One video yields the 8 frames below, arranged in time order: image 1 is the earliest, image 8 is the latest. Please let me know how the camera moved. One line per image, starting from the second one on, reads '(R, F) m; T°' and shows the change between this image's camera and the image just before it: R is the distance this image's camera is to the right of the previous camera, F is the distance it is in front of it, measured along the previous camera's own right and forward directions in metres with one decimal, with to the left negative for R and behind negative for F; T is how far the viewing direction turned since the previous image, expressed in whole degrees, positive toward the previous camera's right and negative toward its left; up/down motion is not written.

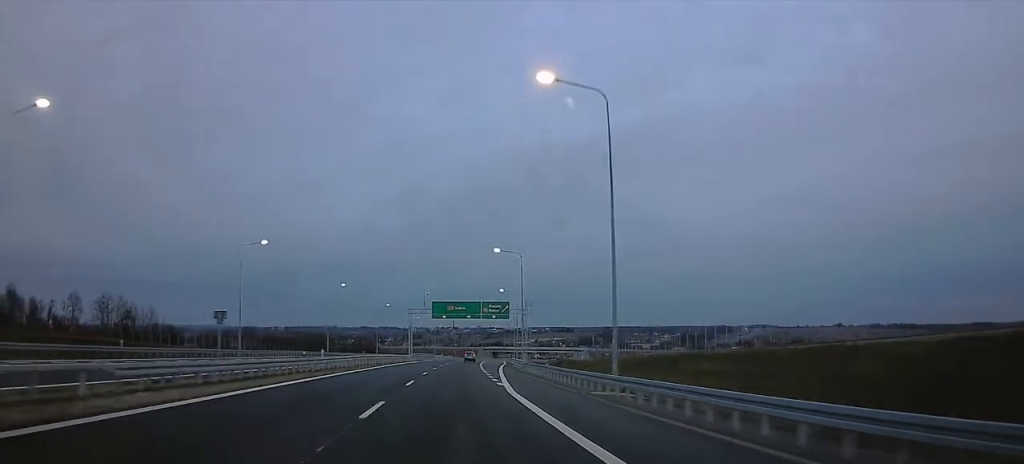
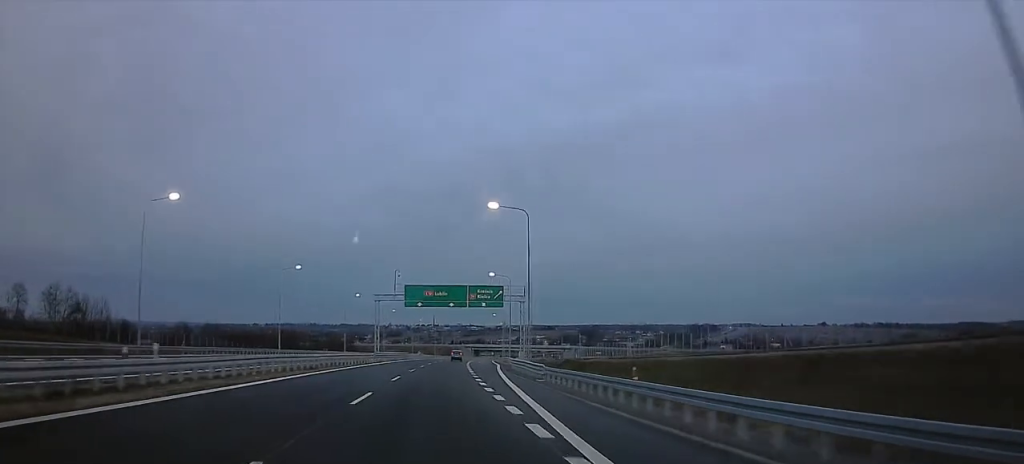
(0.0, +21.5) m; 0°
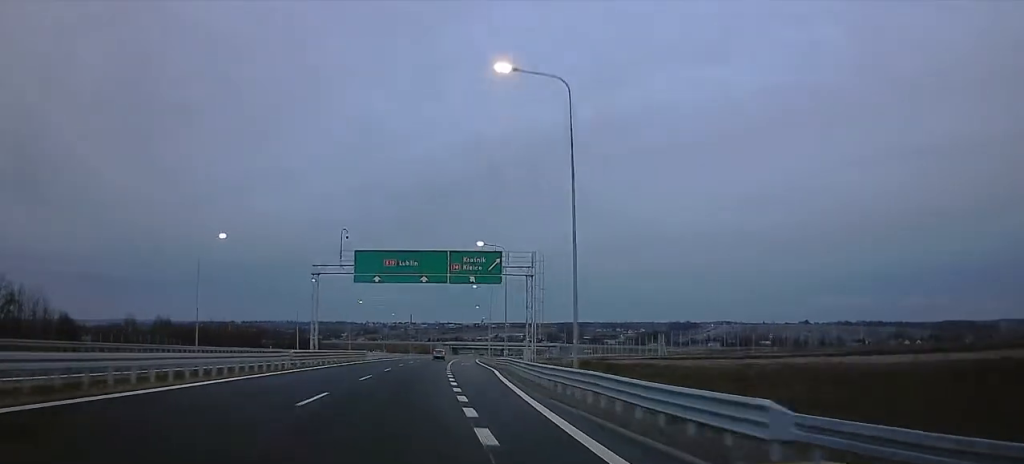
(0.0, +25.1) m; 0°
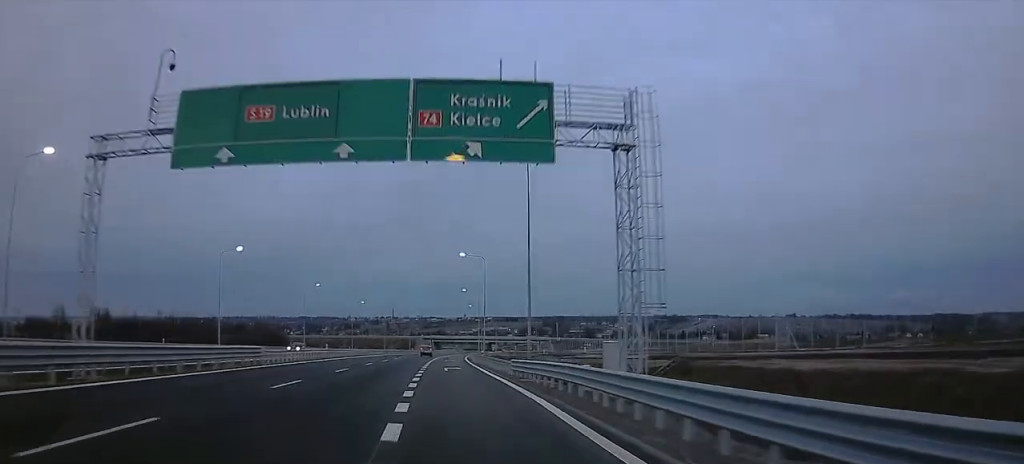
(0.0, +32.2) m; 0°
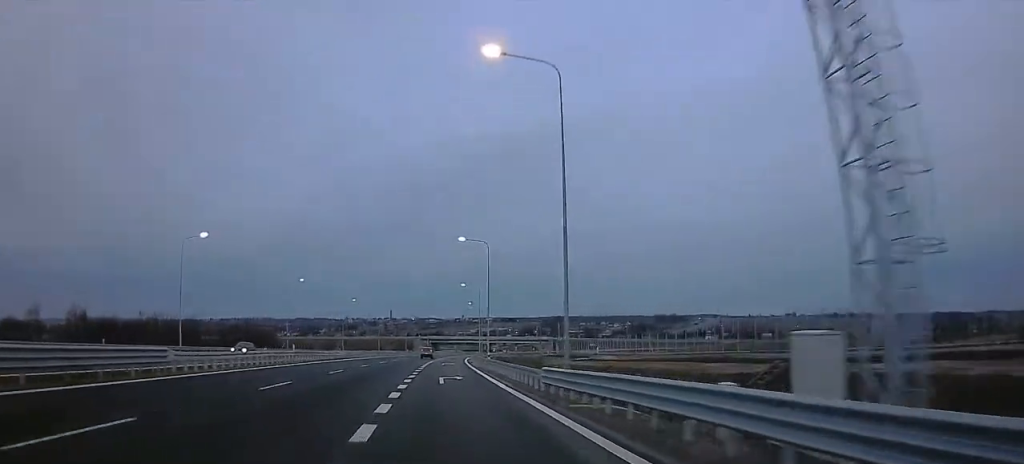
(0.0, +12.0) m; +1°
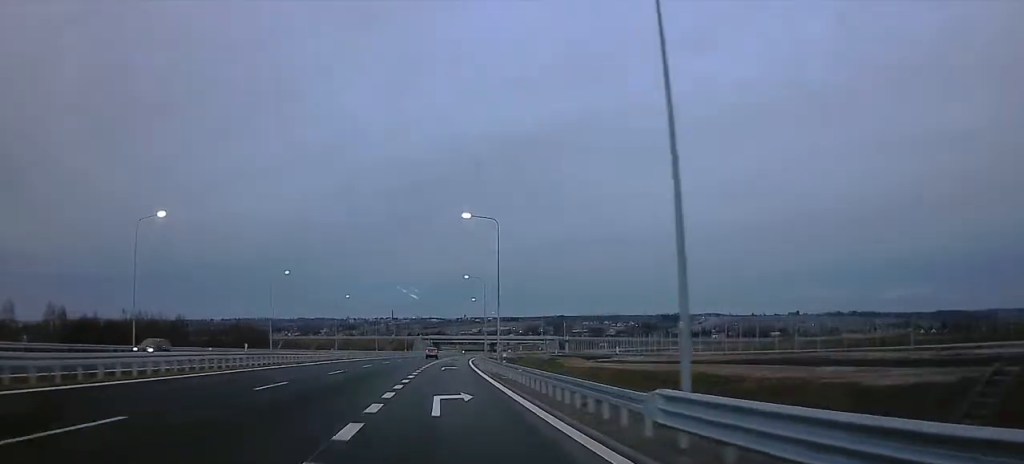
(-0.3, +12.0) m; +1°
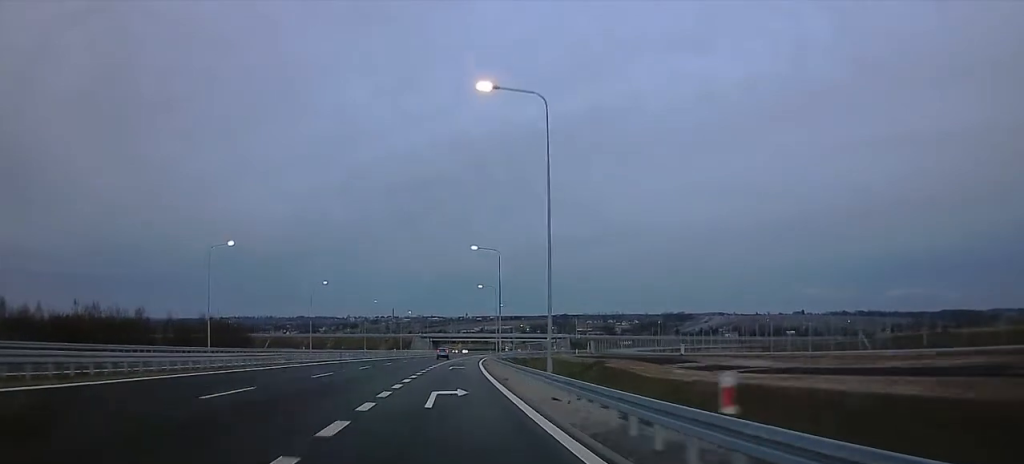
(+1.5, +28.0) m; +4°
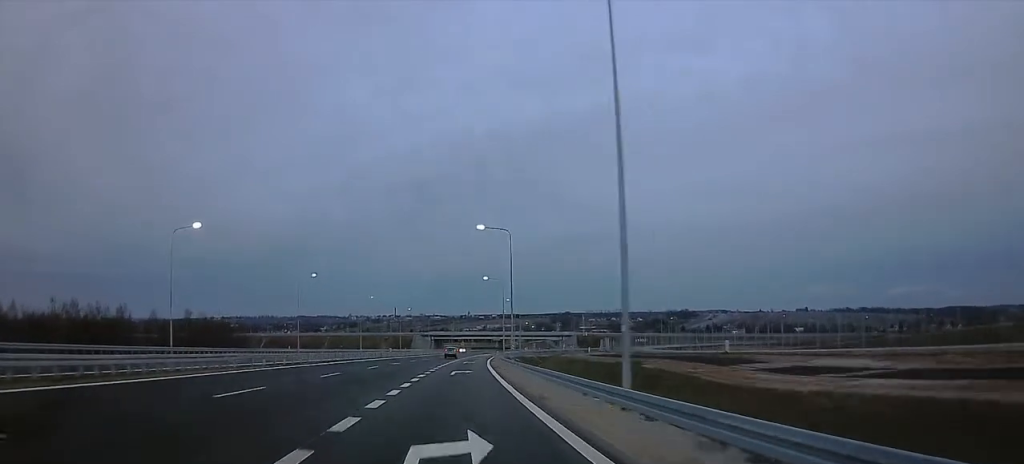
(+0.1, +11.4) m; 0°
